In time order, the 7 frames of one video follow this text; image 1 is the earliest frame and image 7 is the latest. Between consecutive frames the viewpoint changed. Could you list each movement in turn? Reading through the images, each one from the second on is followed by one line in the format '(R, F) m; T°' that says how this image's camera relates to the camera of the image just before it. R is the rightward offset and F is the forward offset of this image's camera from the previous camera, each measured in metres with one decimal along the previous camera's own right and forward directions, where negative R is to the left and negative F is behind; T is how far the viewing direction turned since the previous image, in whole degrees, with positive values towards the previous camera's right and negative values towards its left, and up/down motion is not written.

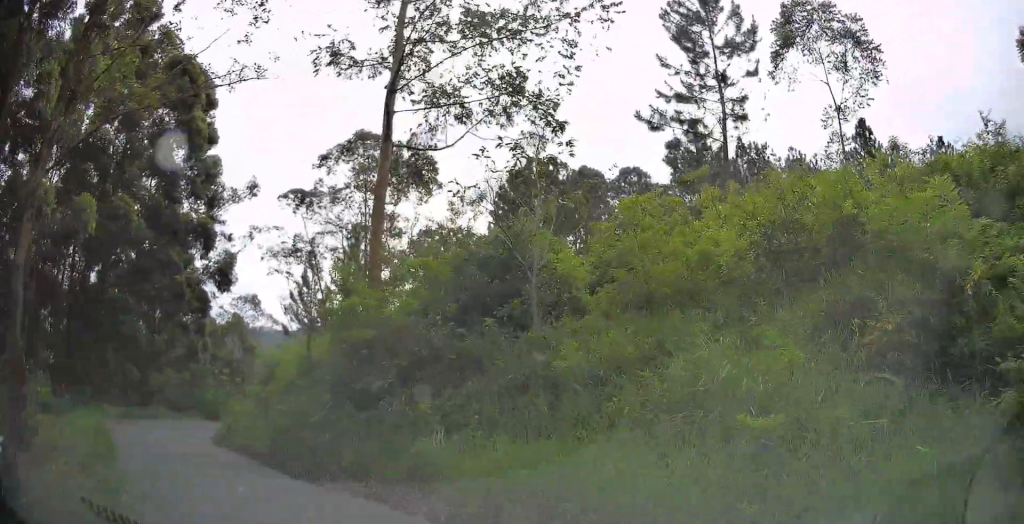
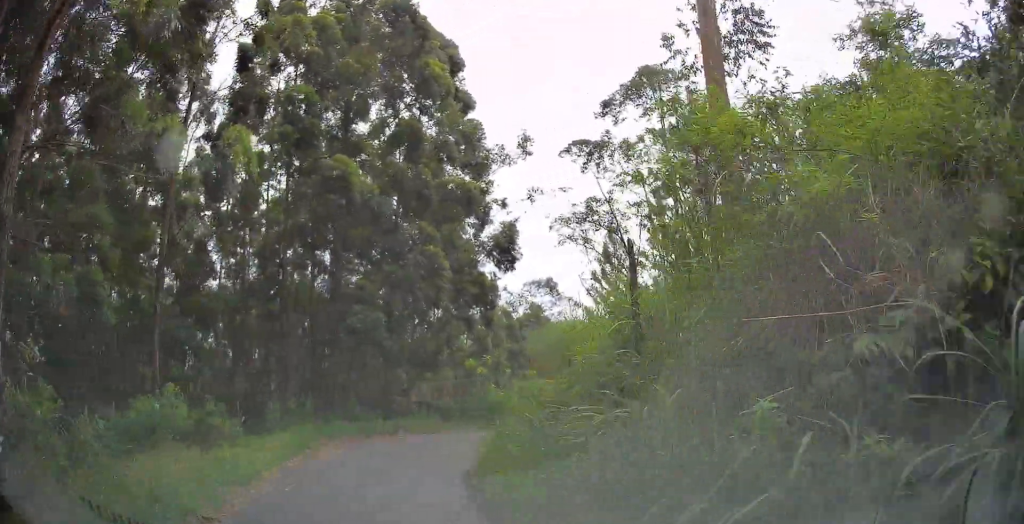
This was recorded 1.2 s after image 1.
(-1.4, +7.6) m; -24°
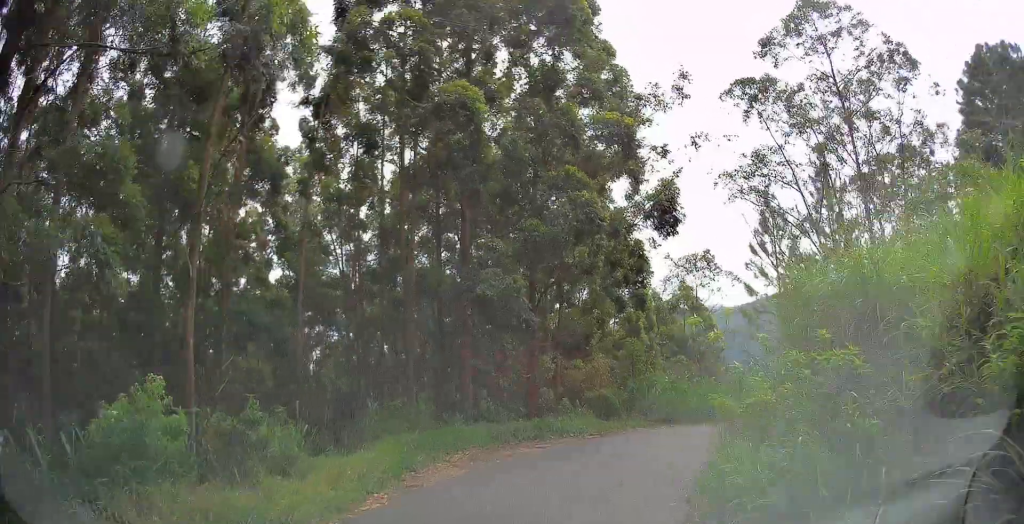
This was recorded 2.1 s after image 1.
(-0.9, +5.0) m; -8°
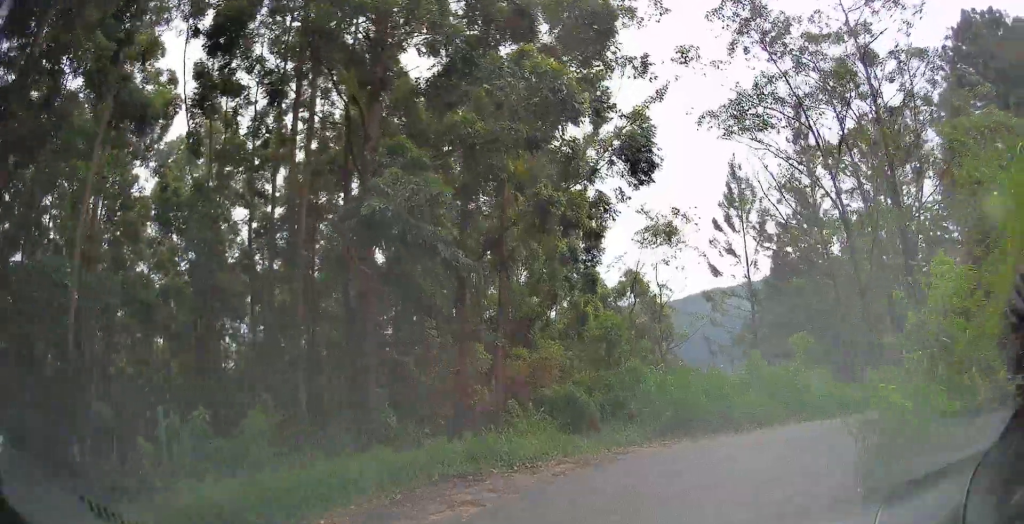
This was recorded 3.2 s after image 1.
(0.0, +6.6) m; +5°
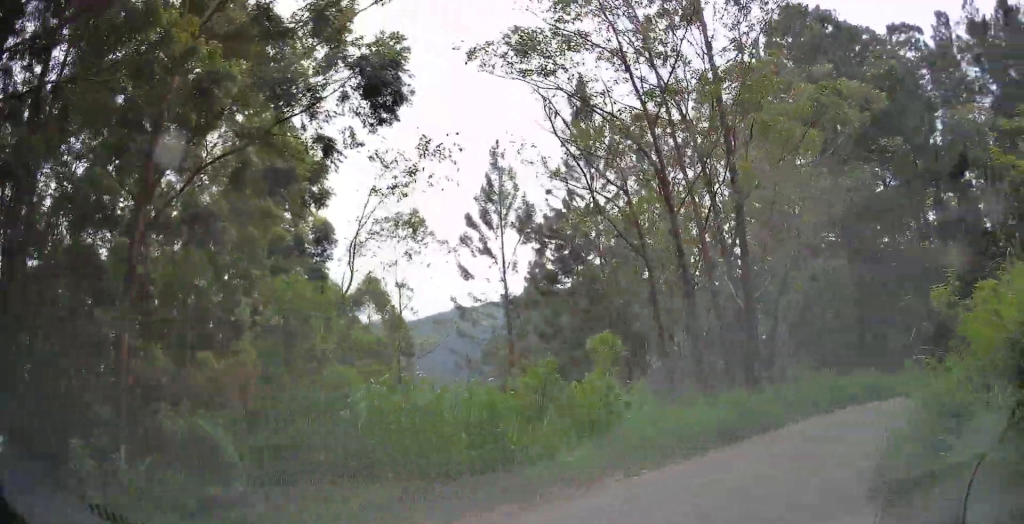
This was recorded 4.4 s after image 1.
(+0.4, +6.3) m; +18°
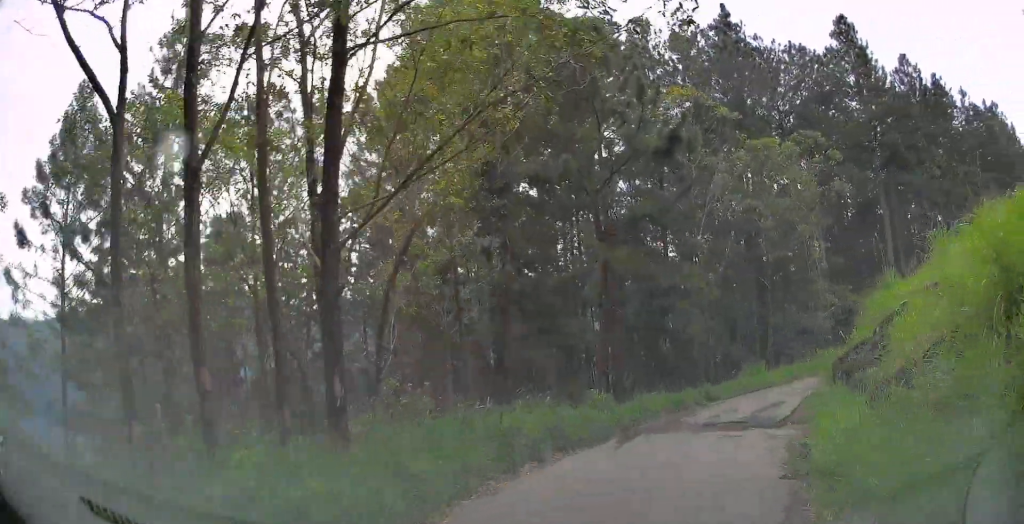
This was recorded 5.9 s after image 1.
(+2.8, +7.5) m; +33°
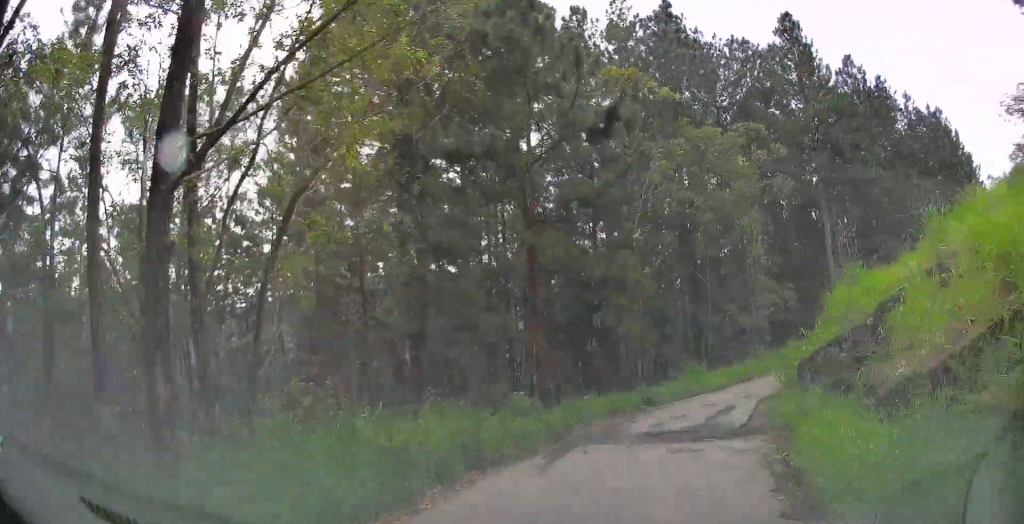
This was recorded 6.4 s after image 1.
(0.0, +2.2) m; +7°
